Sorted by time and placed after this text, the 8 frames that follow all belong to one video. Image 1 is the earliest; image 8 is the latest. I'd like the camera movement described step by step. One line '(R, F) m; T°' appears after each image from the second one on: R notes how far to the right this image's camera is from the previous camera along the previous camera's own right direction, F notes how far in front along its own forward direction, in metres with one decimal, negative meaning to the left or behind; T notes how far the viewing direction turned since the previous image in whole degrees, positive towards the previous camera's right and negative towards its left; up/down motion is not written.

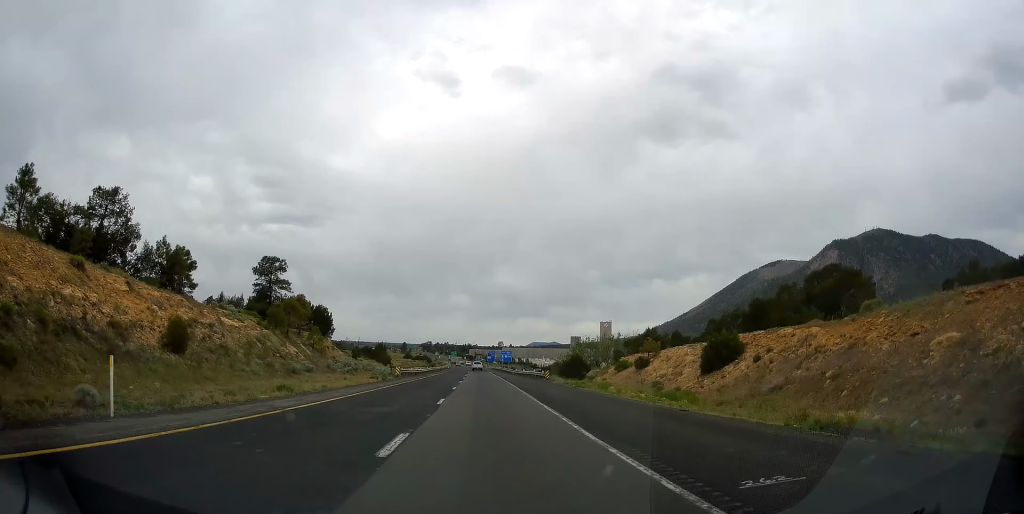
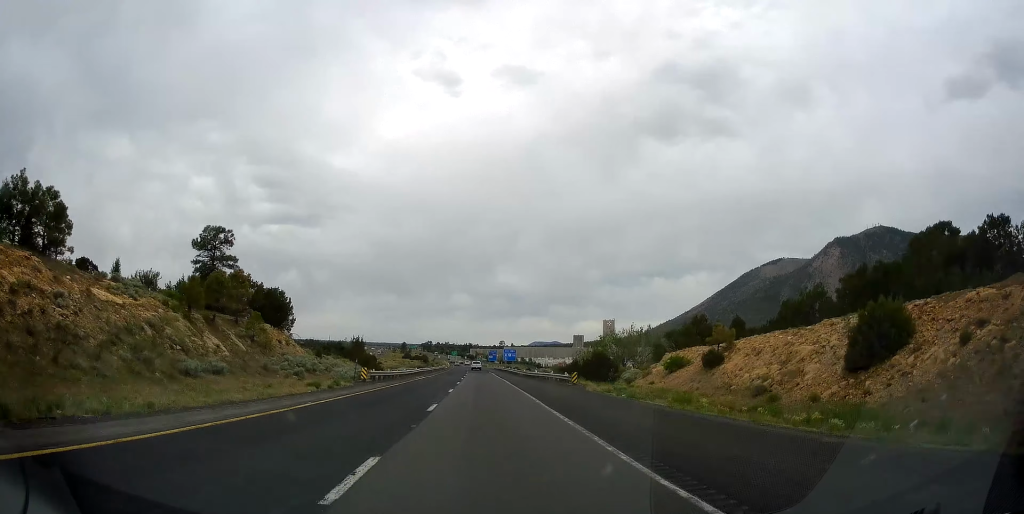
(0.0, +15.6) m; 0°
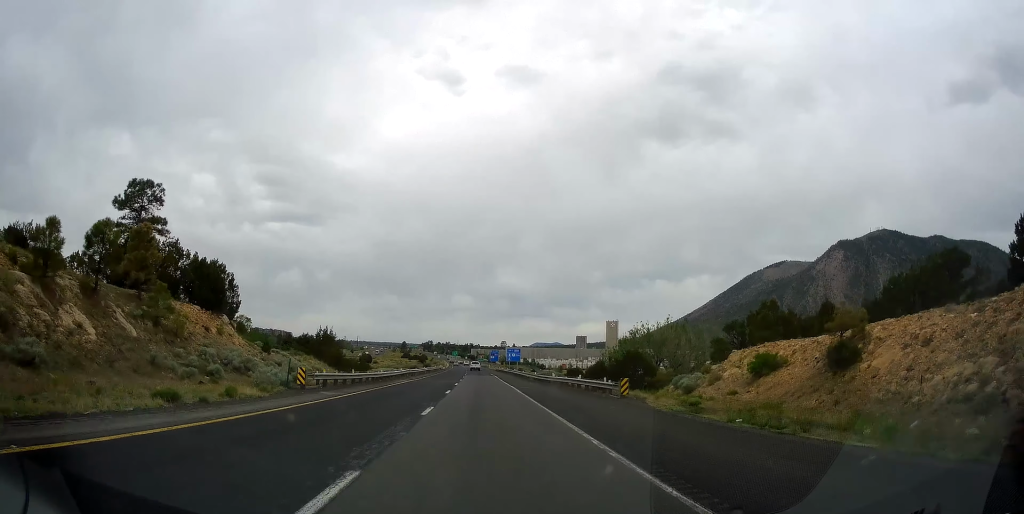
(+0.1, +13.5) m; 0°
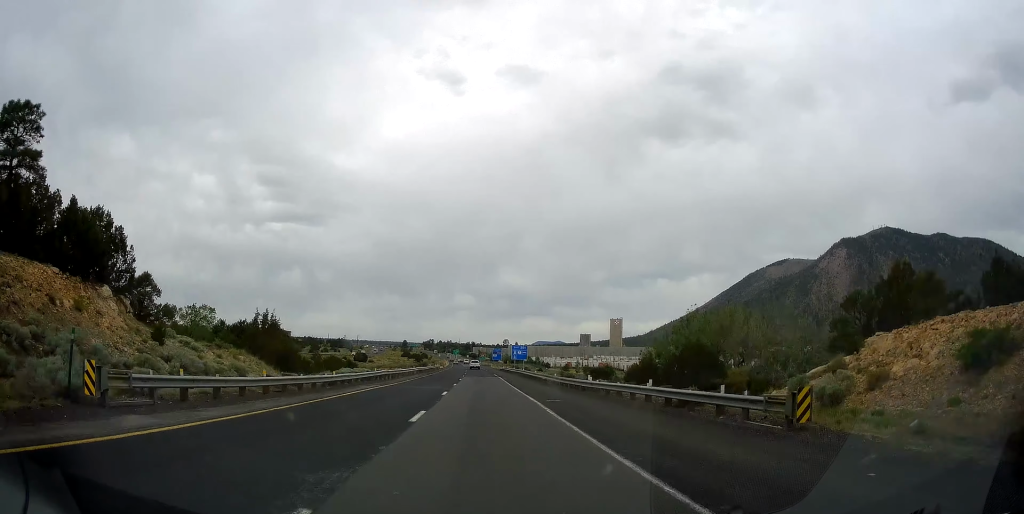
(-0.1, +14.7) m; 0°
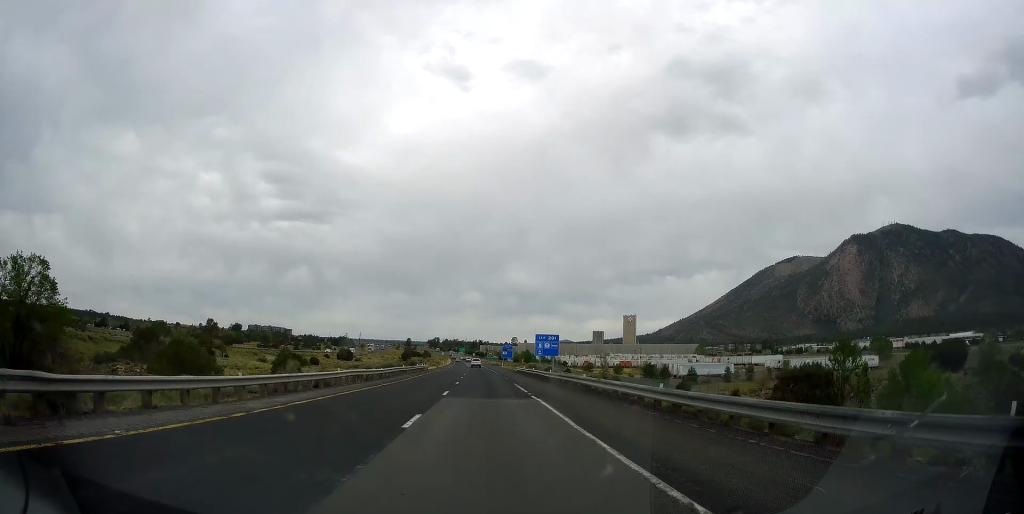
(-0.5, +38.9) m; 0°
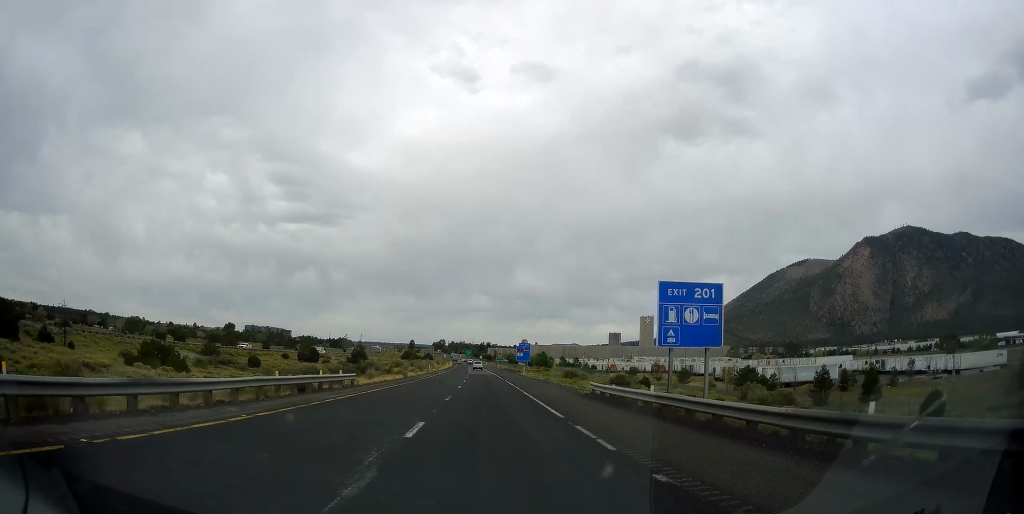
(+0.5, +51.0) m; -1°
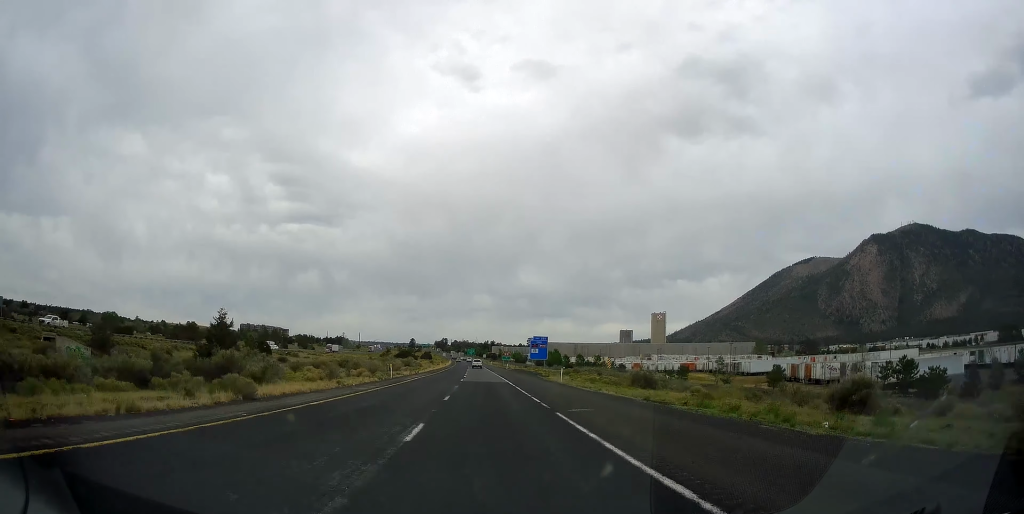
(-0.9, +37.7) m; -1°
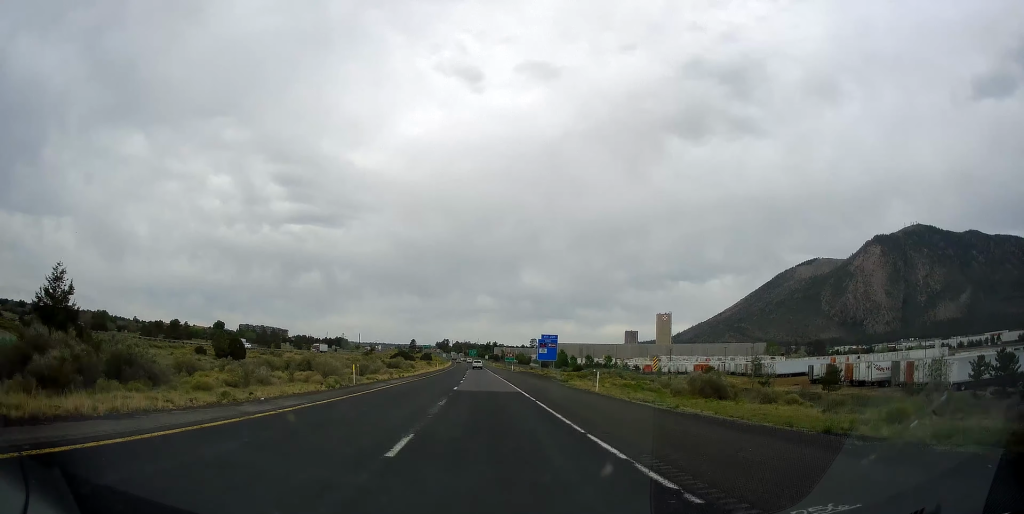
(+0.1, +14.1) m; 0°
